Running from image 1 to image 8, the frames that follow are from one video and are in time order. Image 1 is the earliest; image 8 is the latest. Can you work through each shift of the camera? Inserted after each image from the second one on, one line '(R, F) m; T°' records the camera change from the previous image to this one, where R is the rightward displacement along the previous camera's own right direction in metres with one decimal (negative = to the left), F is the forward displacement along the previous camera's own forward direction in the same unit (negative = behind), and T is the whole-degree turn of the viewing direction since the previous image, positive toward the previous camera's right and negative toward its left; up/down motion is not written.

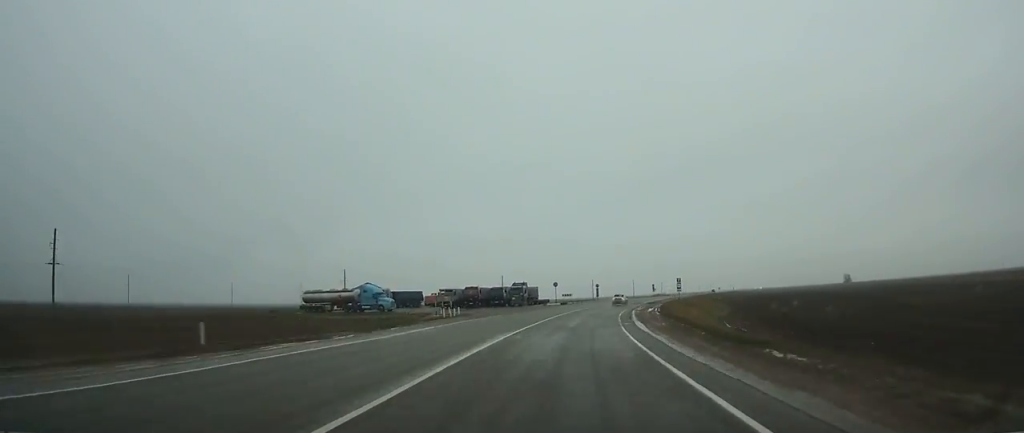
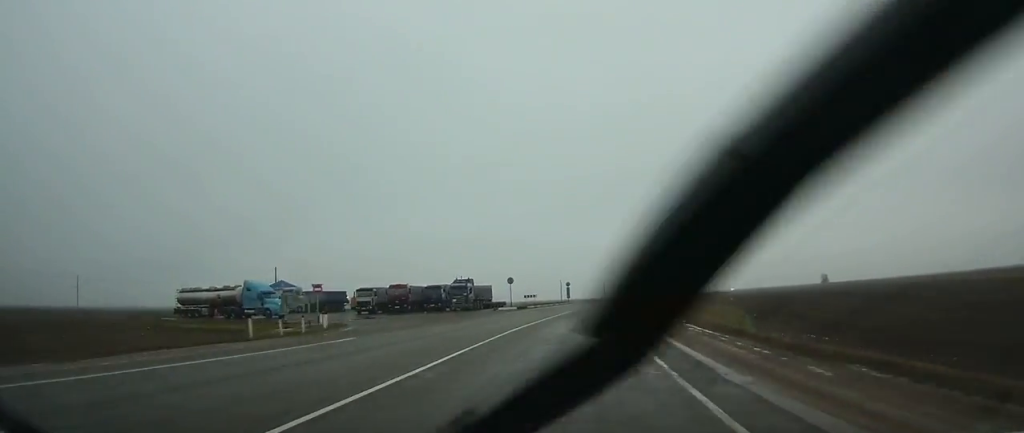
(+0.8, +24.9) m; +3°
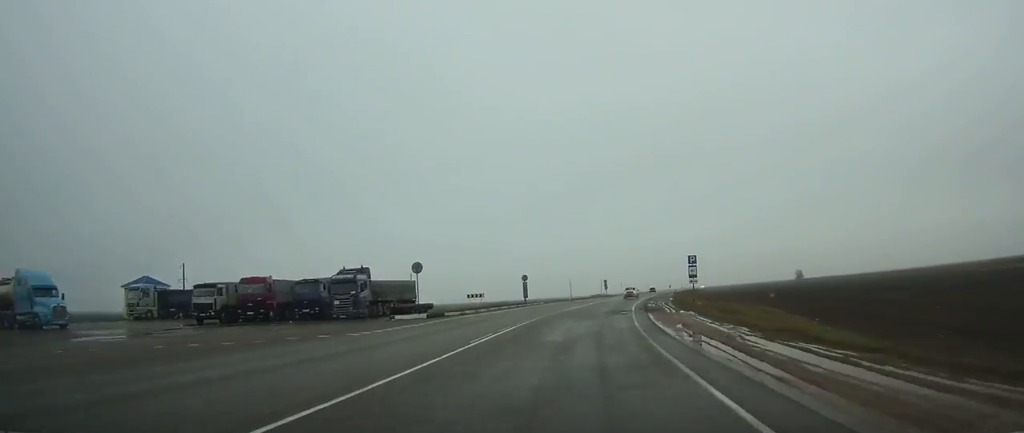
(+0.5, +26.2) m; +4°
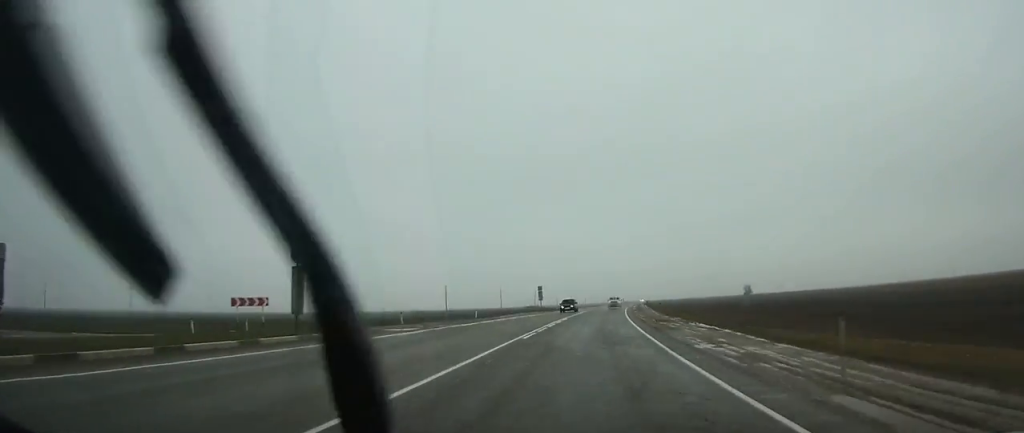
(+2.4, +42.7) m; +6°
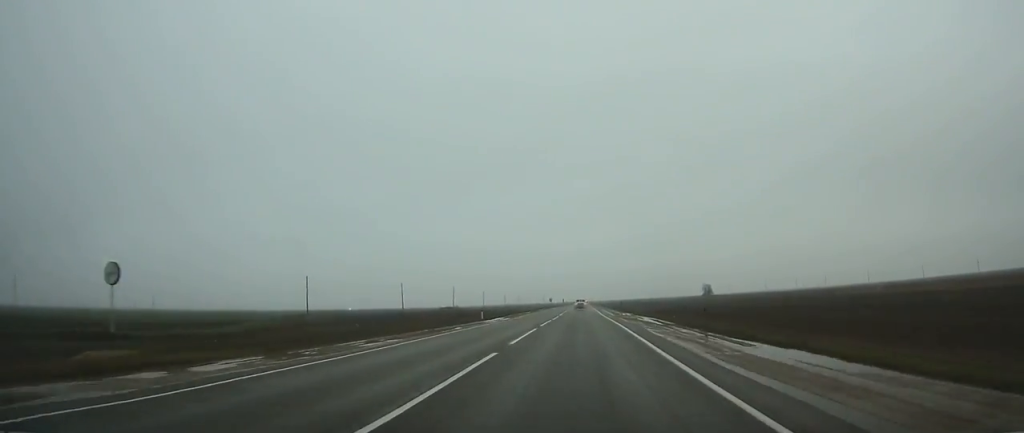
(+6.0, +89.3) m; +5°
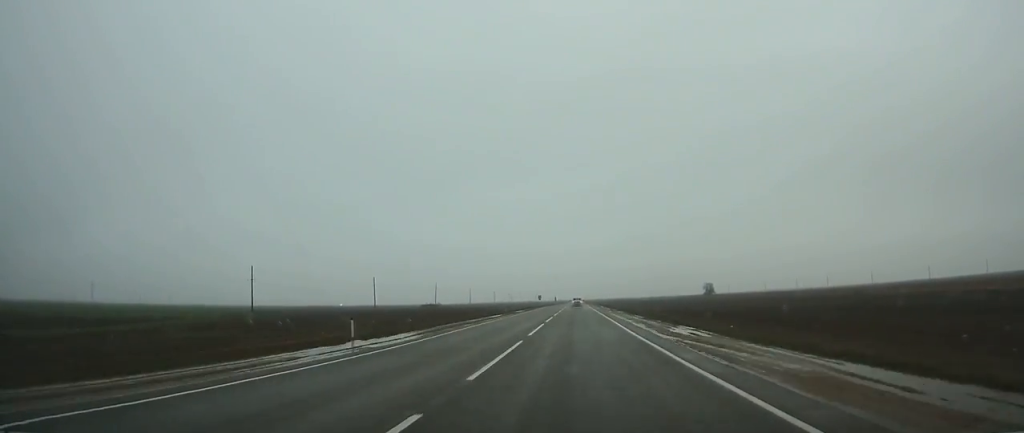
(0.0, +31.3) m; 0°
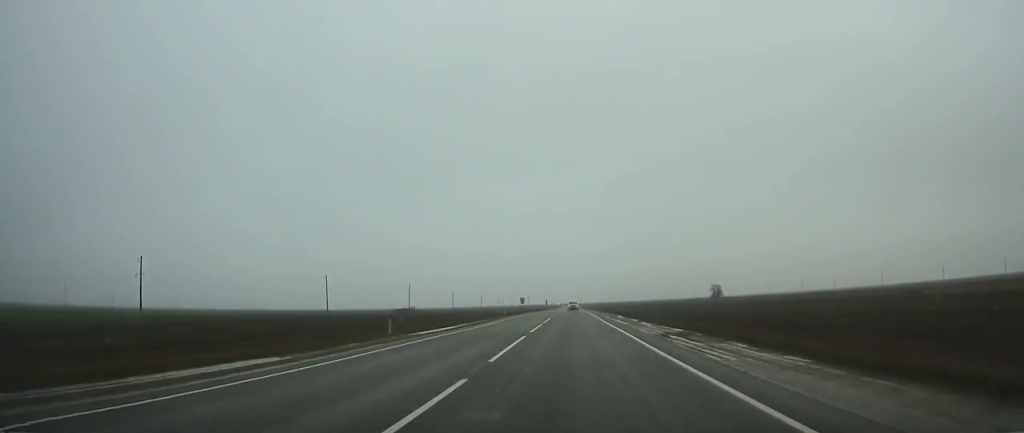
(+0.2, +44.9) m; 0°
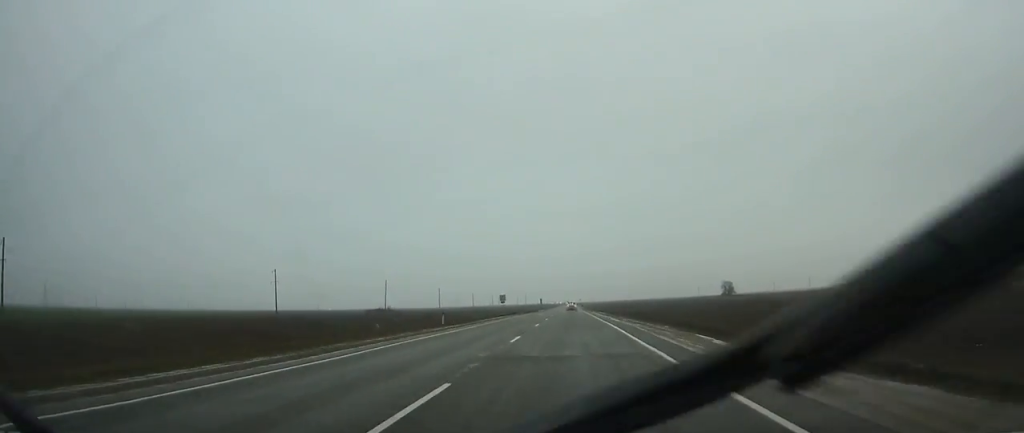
(-0.1, +36.8) m; 0°
